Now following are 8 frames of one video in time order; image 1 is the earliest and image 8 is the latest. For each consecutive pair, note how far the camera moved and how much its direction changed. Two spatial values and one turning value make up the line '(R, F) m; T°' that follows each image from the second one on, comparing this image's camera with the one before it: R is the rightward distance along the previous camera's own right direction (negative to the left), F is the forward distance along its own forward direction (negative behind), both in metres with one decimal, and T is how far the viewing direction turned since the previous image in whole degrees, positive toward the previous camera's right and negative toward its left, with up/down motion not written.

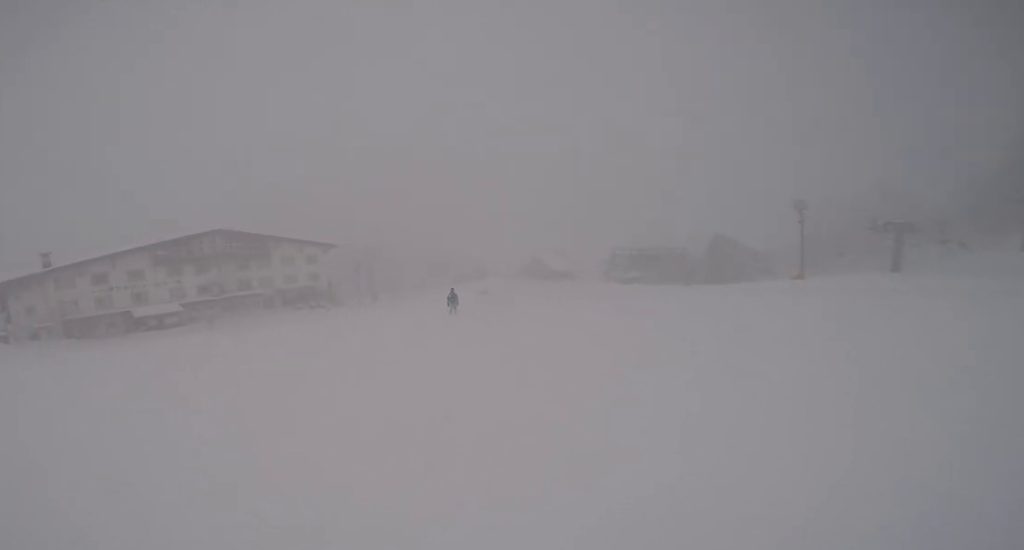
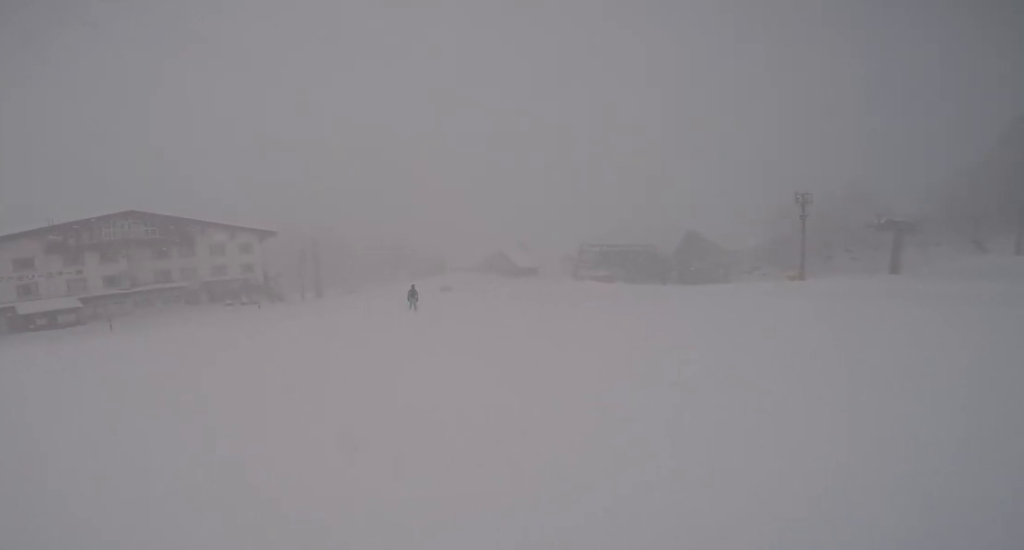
(0.0, +8.1) m; 0°
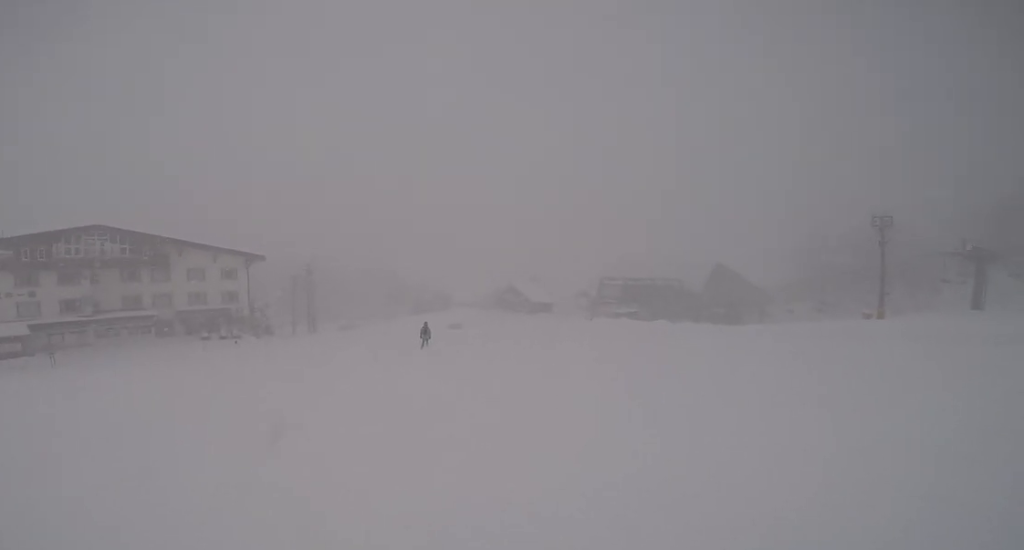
(0.0, +8.0) m; +4°
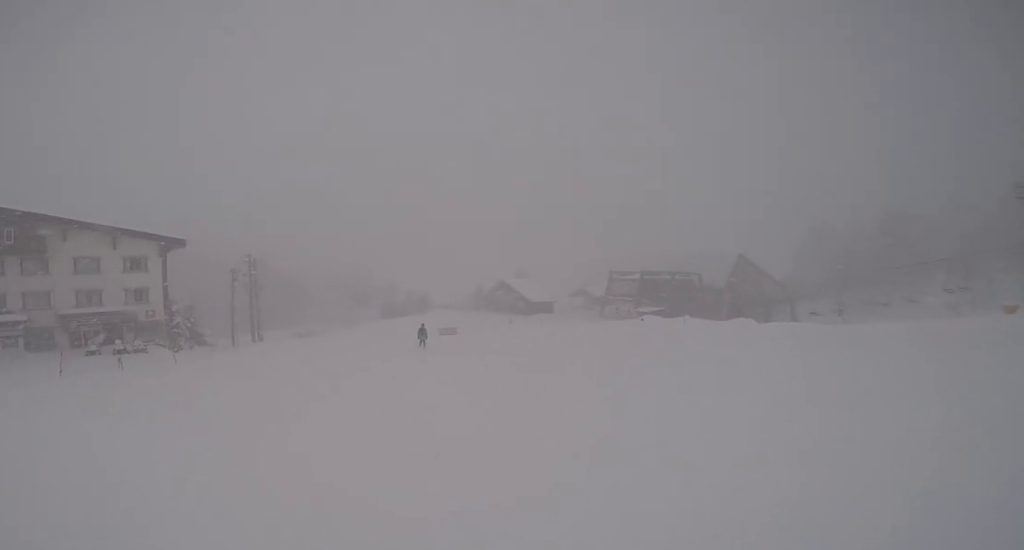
(+0.6, +14.3) m; +1°
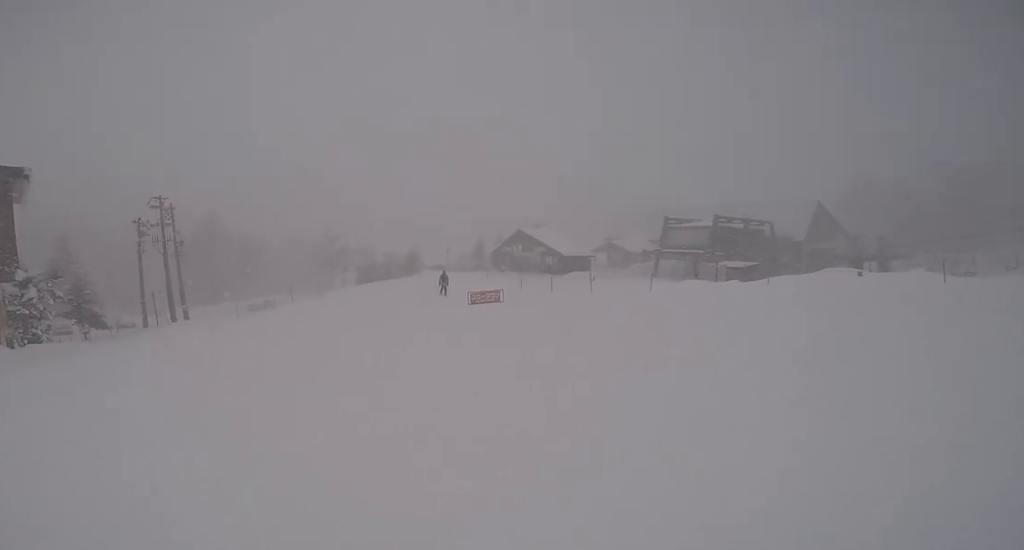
(+0.7, +16.8) m; +9°
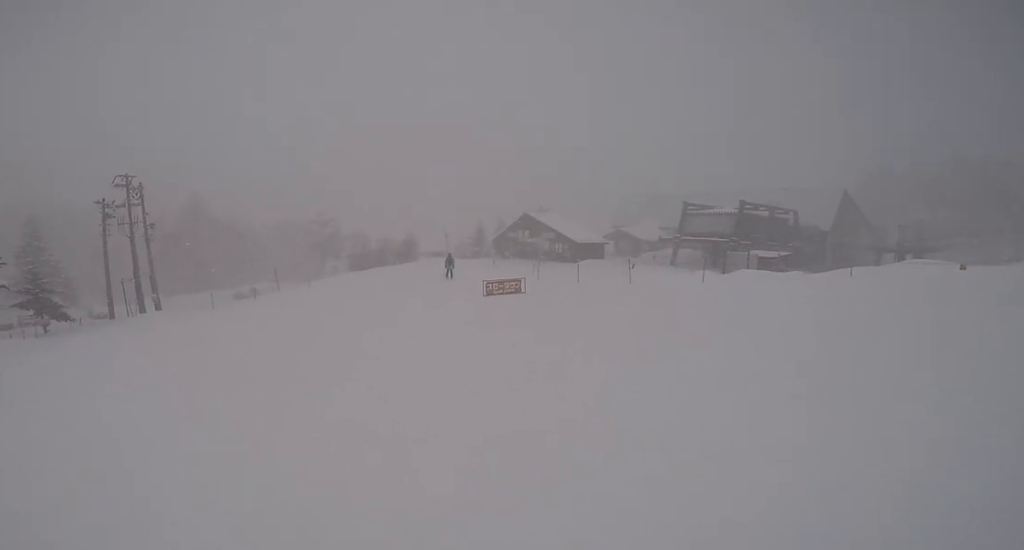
(-0.2, +3.9) m; +4°
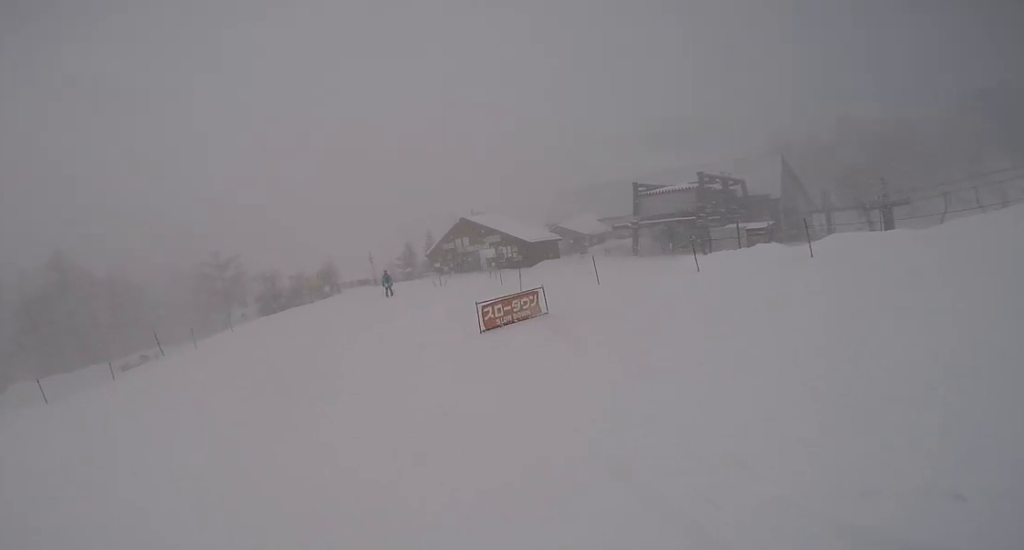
(+1.0, +8.3) m; +1°
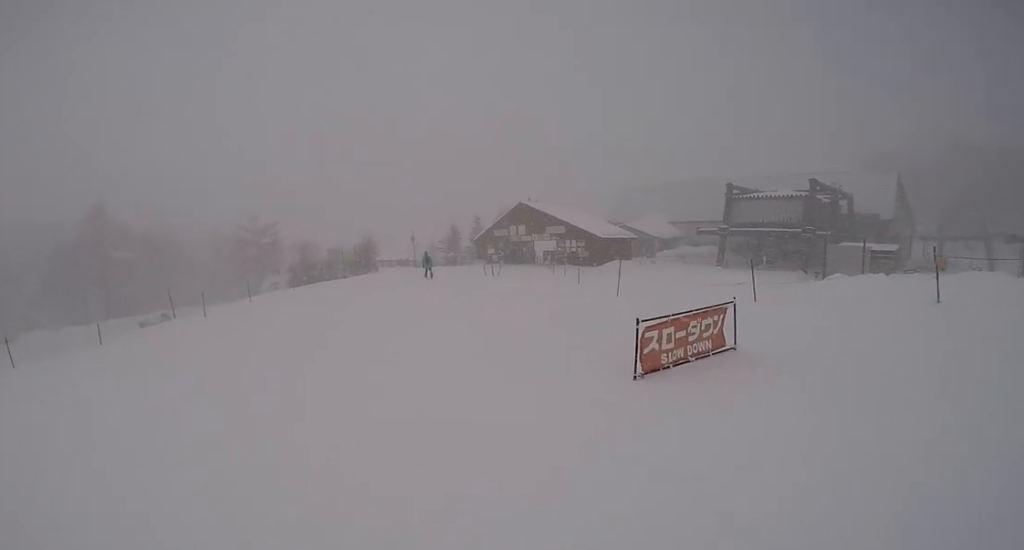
(-0.6, +4.1) m; -4°
